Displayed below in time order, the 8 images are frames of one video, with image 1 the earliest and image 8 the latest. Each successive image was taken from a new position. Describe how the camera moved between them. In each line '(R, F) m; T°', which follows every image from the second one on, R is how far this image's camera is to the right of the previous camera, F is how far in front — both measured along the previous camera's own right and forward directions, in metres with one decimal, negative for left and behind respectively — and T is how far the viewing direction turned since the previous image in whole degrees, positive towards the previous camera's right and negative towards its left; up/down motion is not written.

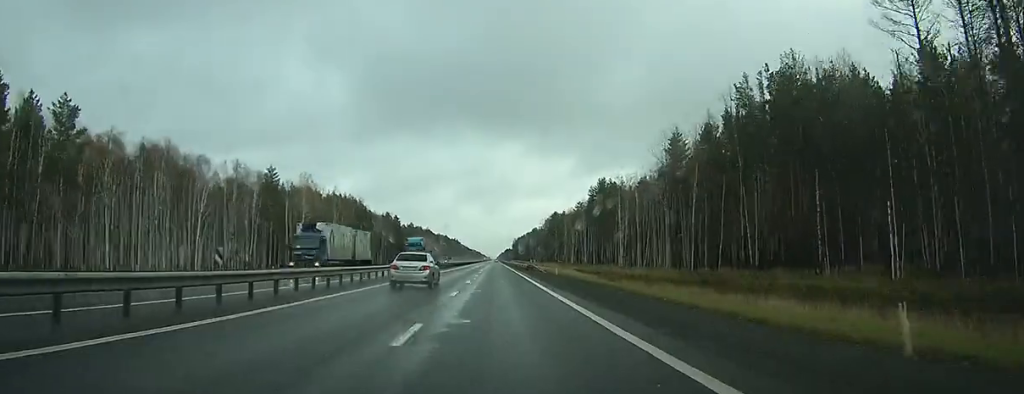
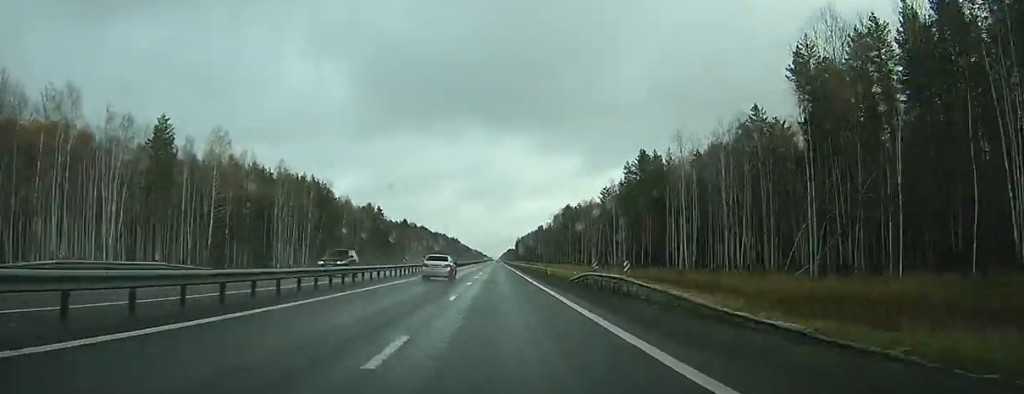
(-0.1, +50.9) m; 0°
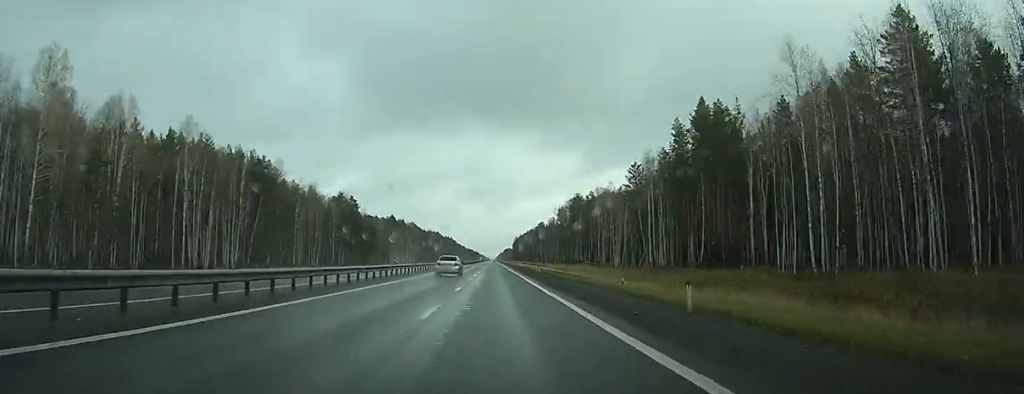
(0.0, +41.9) m; 0°
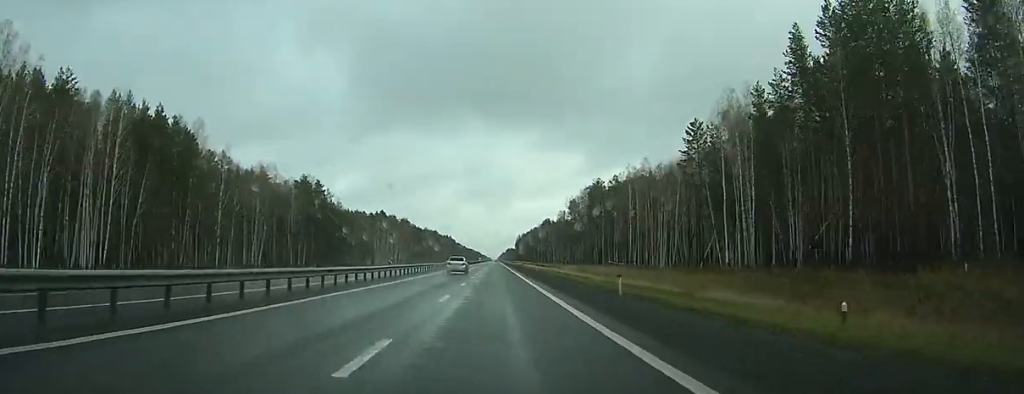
(+0.1, +40.8) m; 0°
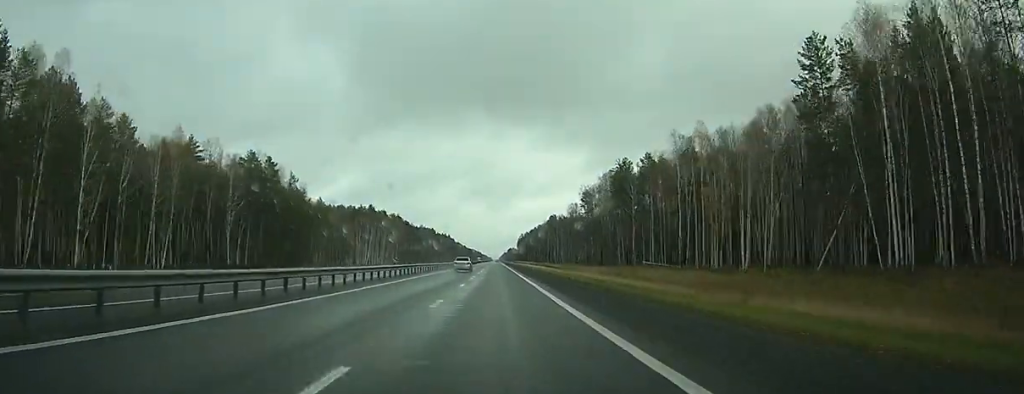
(0.0, +37.0) m; 0°
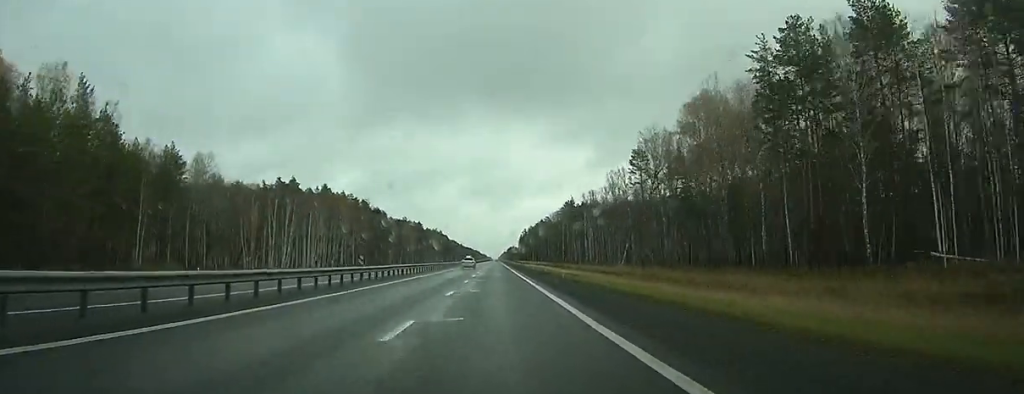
(-0.4, +92.5) m; 0°
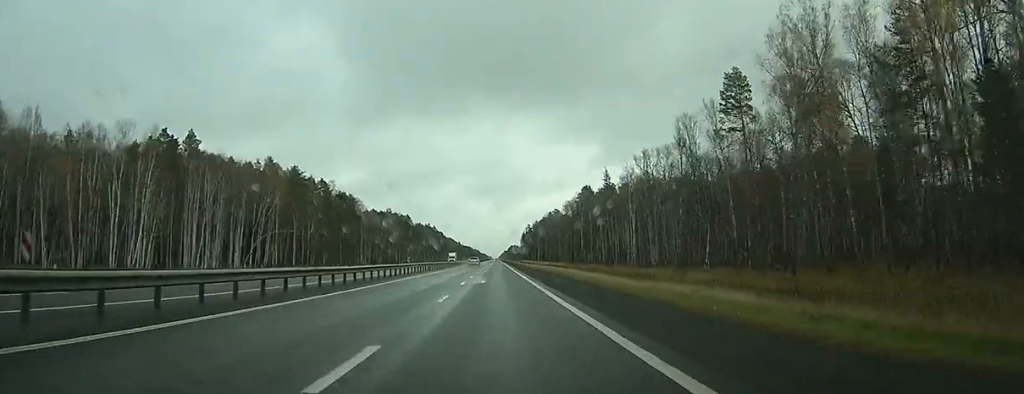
(0.0, +64.9) m; 0°
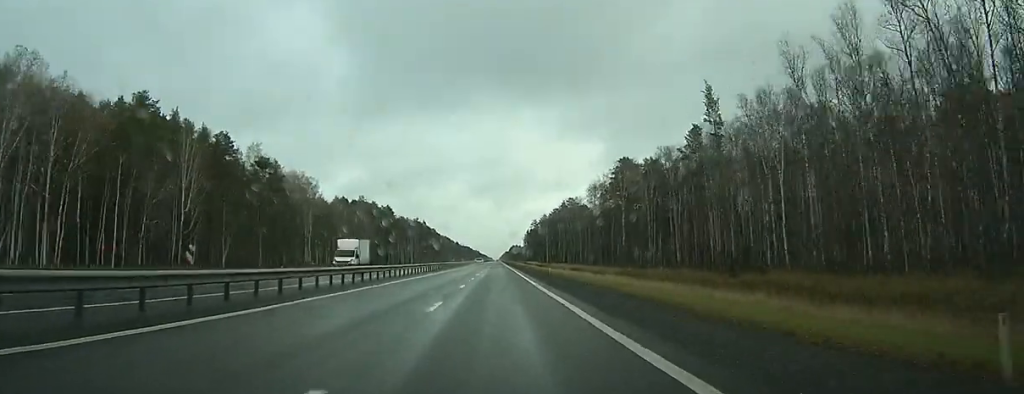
(+0.1, +73.0) m; 0°
